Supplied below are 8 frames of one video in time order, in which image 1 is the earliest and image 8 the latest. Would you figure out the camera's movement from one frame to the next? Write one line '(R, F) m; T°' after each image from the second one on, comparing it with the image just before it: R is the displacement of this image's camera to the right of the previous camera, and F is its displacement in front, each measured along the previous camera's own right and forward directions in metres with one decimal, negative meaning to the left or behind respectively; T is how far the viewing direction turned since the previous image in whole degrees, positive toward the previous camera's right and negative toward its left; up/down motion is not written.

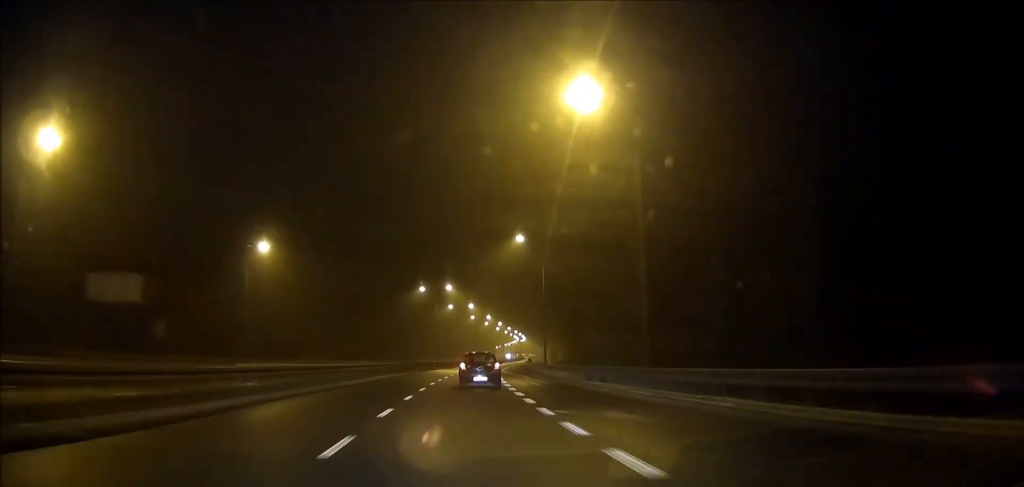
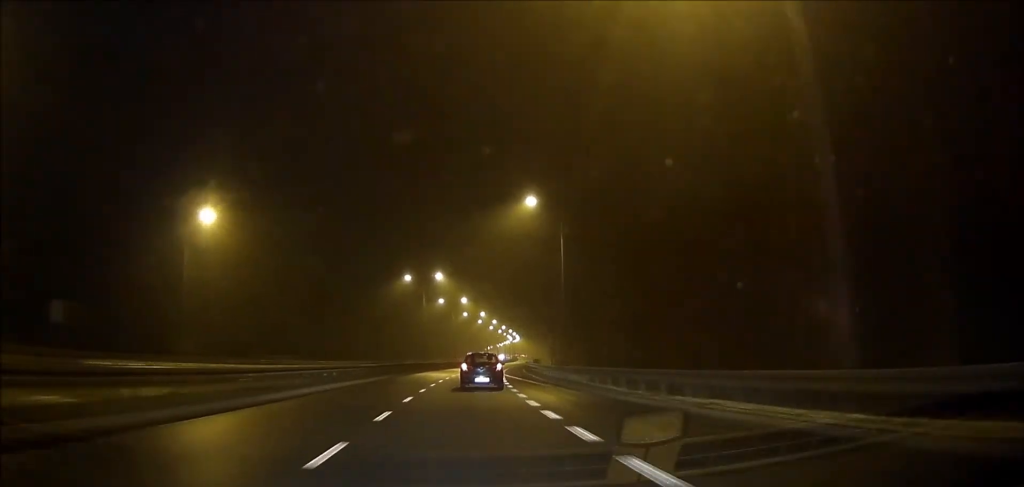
(+0.1, +12.7) m; +1°
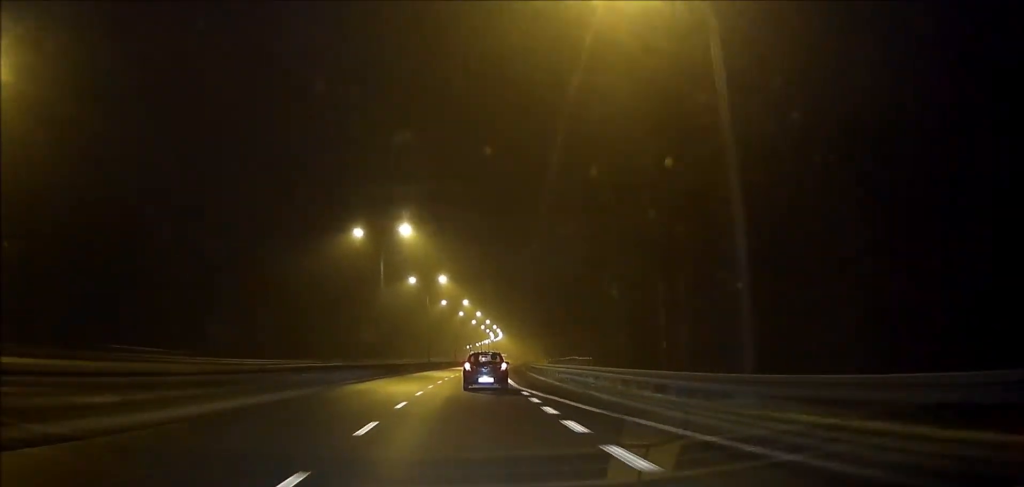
(+0.3, +26.6) m; +2°
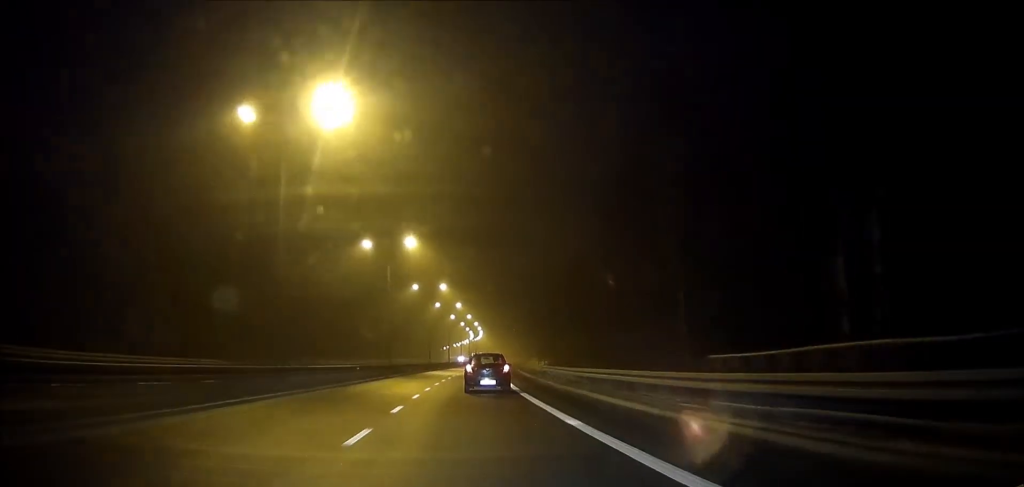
(+0.4, +25.1) m; +2°
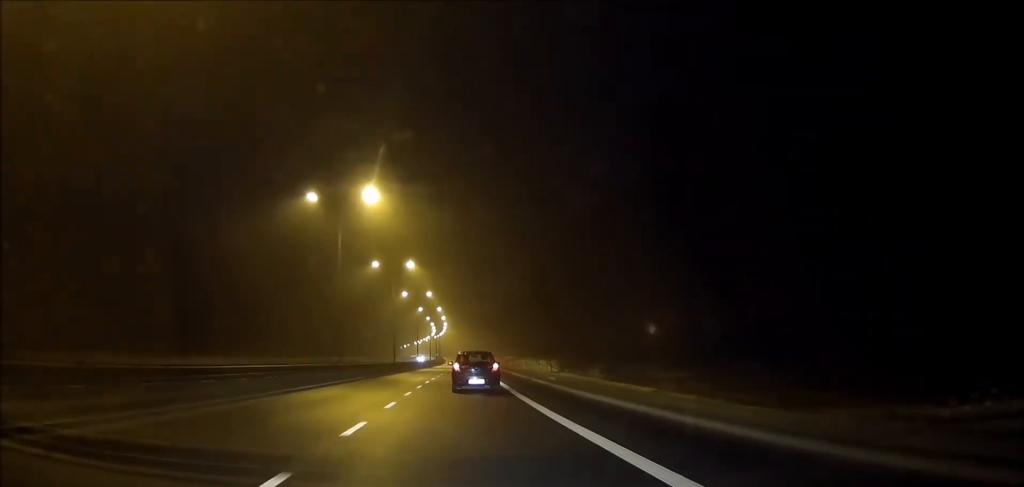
(+1.4, +47.0) m; +3°
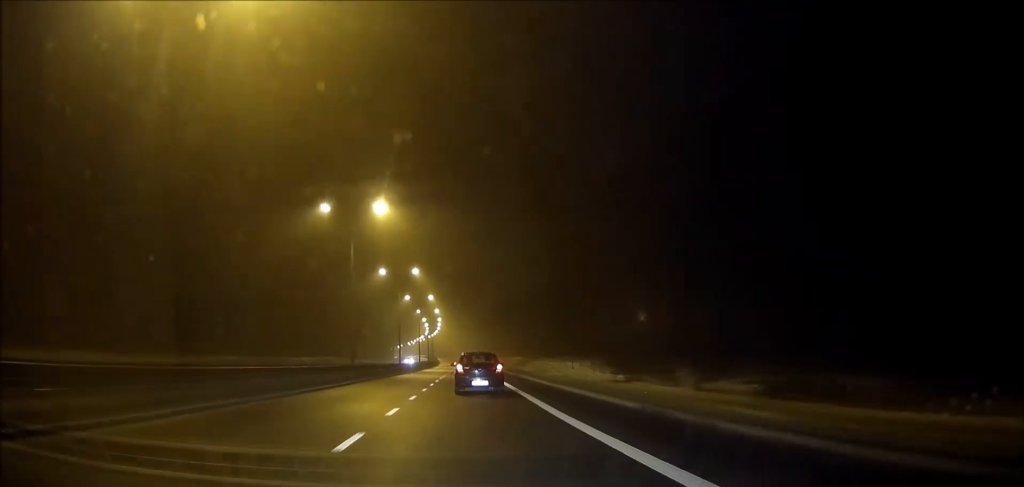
(+0.1, +25.5) m; +1°
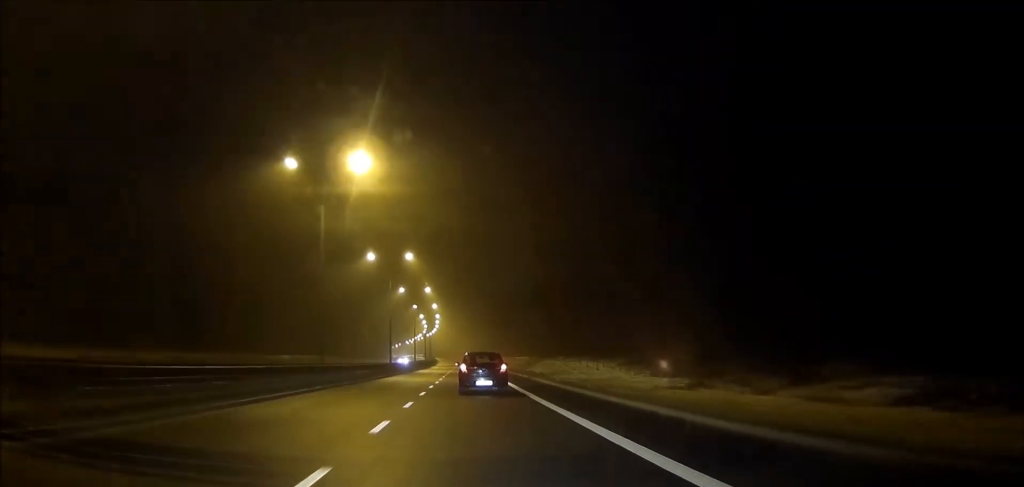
(0.0, +9.6) m; 0°
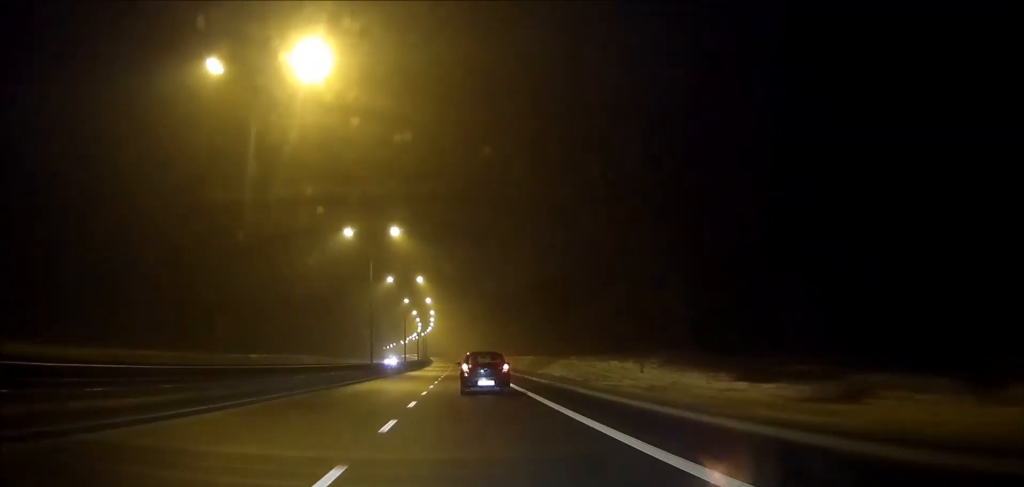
(+0.1, +11.7) m; 0°
